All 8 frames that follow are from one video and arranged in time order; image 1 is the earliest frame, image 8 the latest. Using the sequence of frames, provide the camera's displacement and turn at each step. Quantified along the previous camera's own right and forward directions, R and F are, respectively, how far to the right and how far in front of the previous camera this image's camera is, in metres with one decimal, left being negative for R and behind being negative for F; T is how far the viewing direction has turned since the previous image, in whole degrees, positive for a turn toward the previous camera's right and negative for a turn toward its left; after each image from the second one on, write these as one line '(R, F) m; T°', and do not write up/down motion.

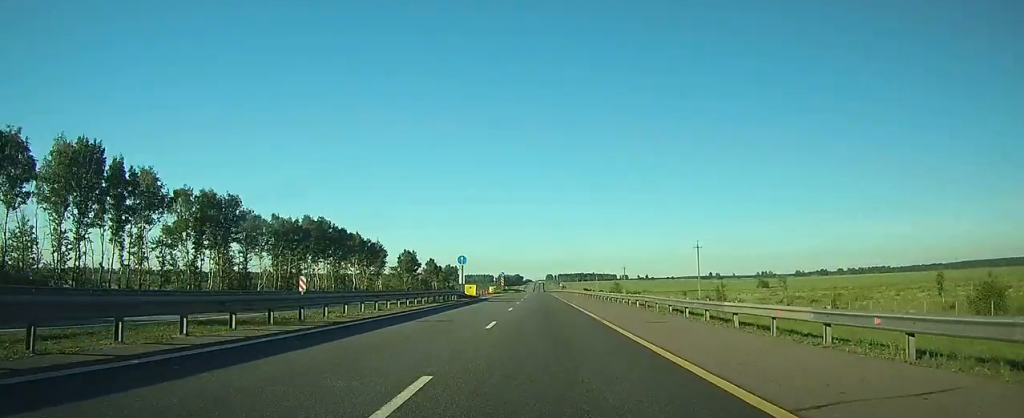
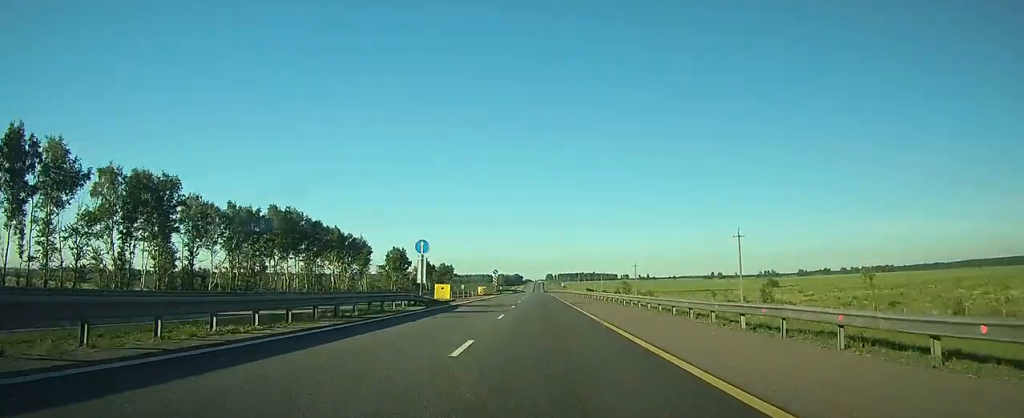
(0.0, +18.6) m; 0°
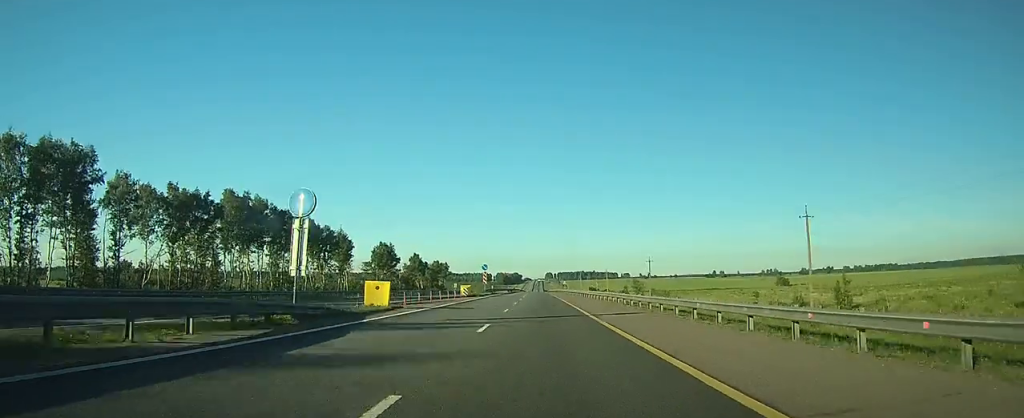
(0.0, +18.6) m; 0°
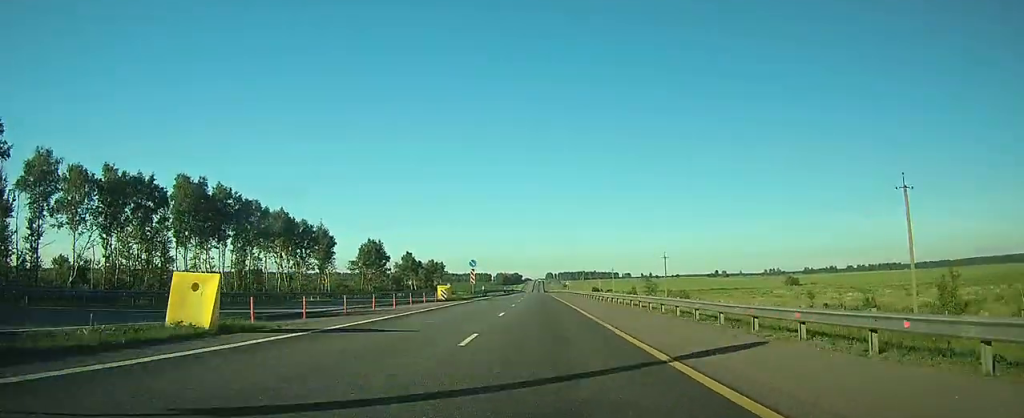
(0.0, +15.3) m; 0°
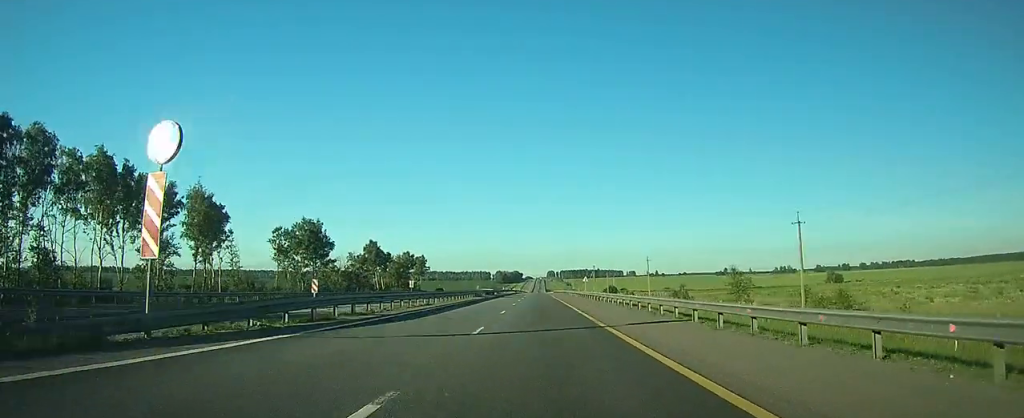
(+0.1, +57.0) m; 0°
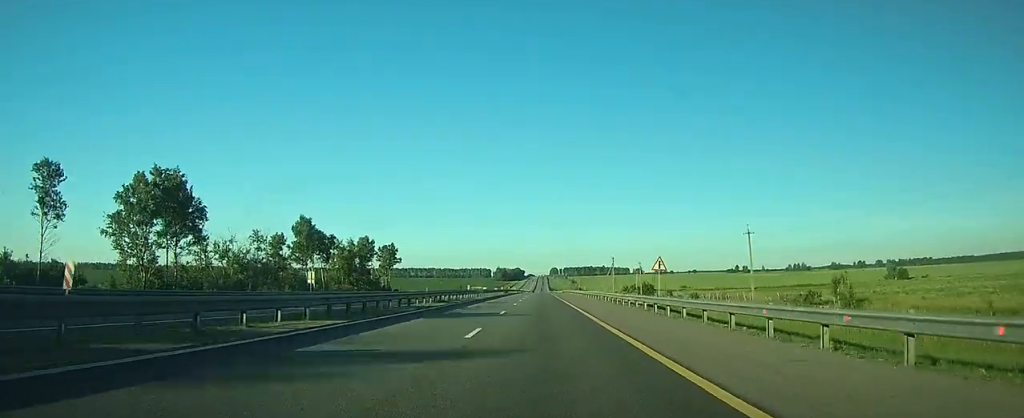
(-0.1, +60.3) m; 0°
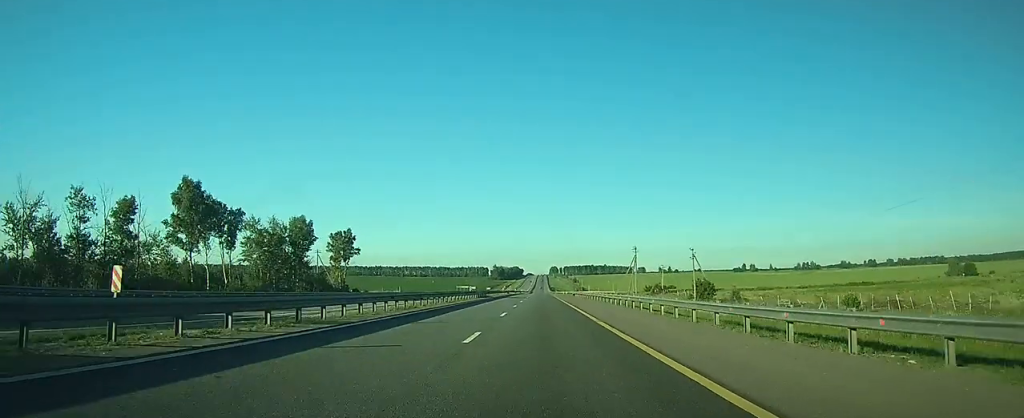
(-0.1, +48.3) m; 0°
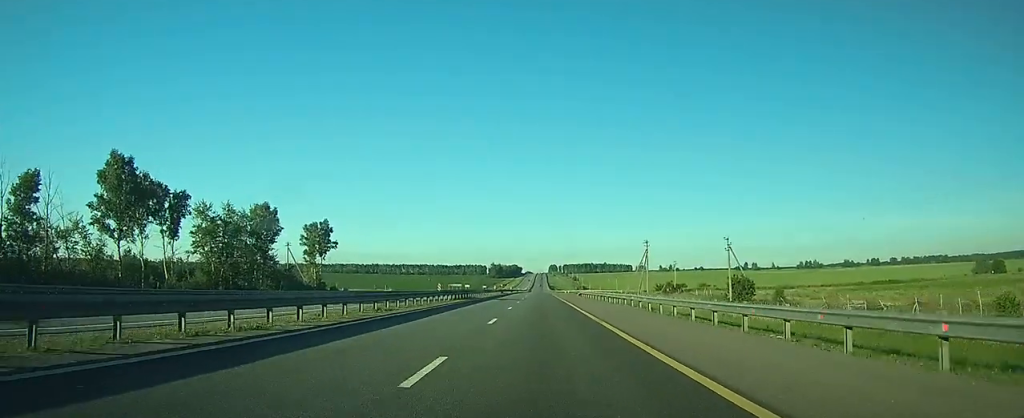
(0.0, +17.6) m; 0°
